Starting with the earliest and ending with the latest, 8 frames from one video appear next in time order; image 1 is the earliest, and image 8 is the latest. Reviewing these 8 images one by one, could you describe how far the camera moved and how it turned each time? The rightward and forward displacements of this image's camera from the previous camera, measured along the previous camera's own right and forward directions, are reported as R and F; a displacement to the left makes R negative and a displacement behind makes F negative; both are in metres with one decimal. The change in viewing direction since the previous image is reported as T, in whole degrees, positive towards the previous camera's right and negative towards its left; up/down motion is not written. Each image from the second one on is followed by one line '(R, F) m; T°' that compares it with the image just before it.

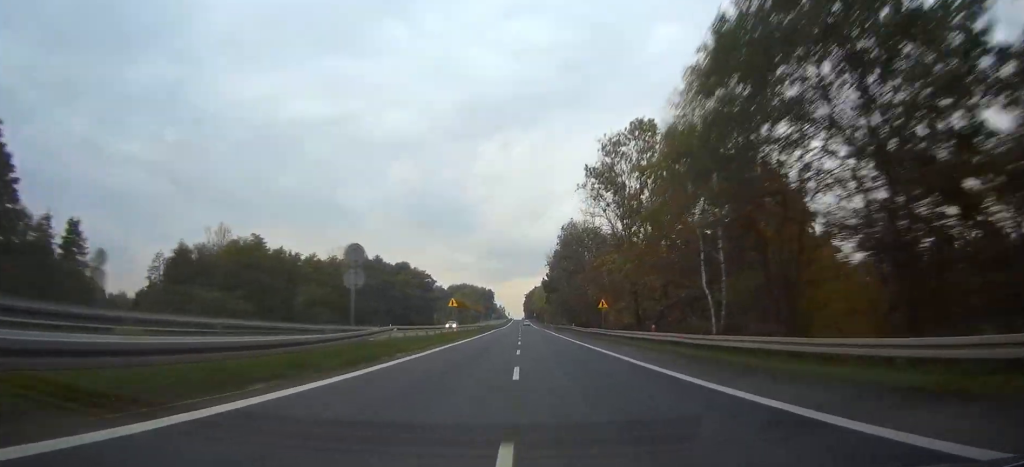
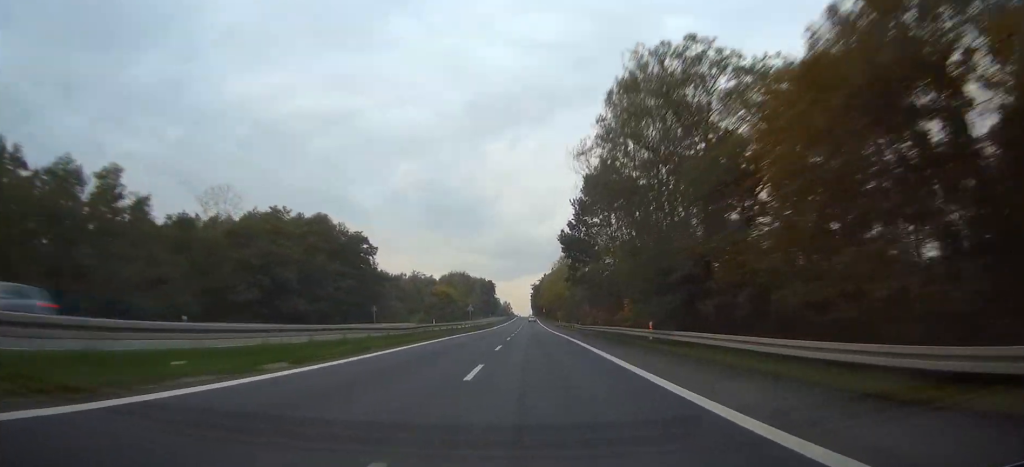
(-0.5, +60.5) m; -1°
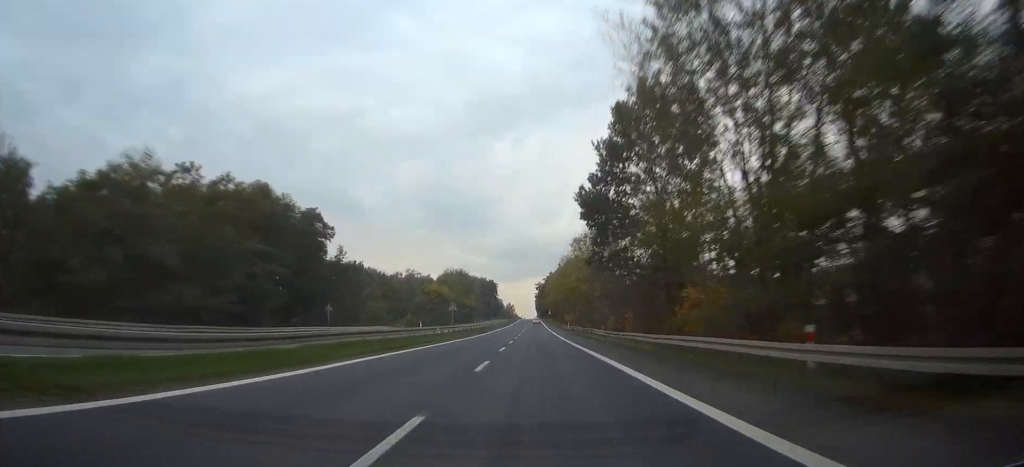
(-0.1, +21.1) m; 0°
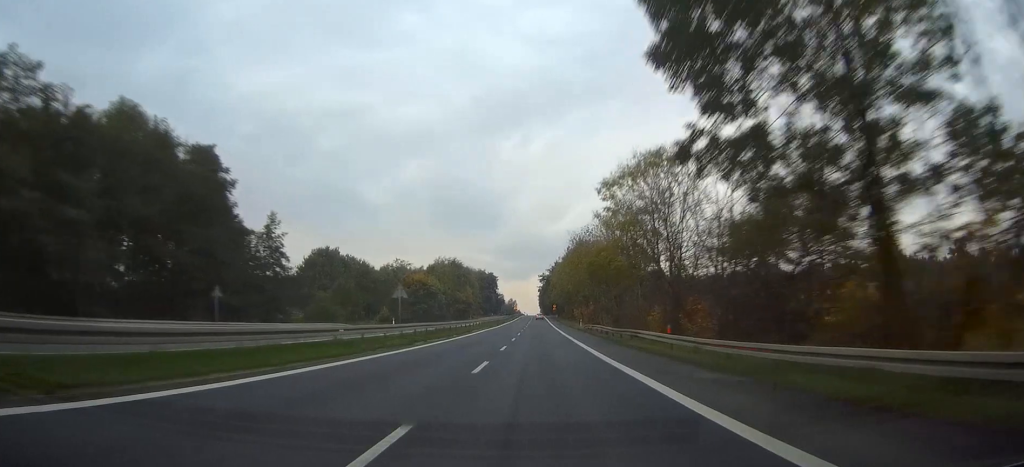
(0.0, +25.0) m; 0°
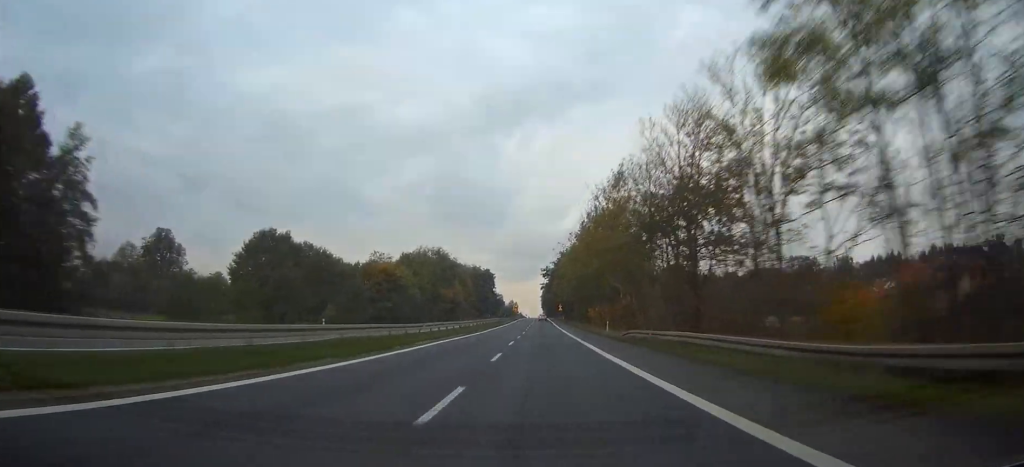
(-0.2, +31.9) m; 0°
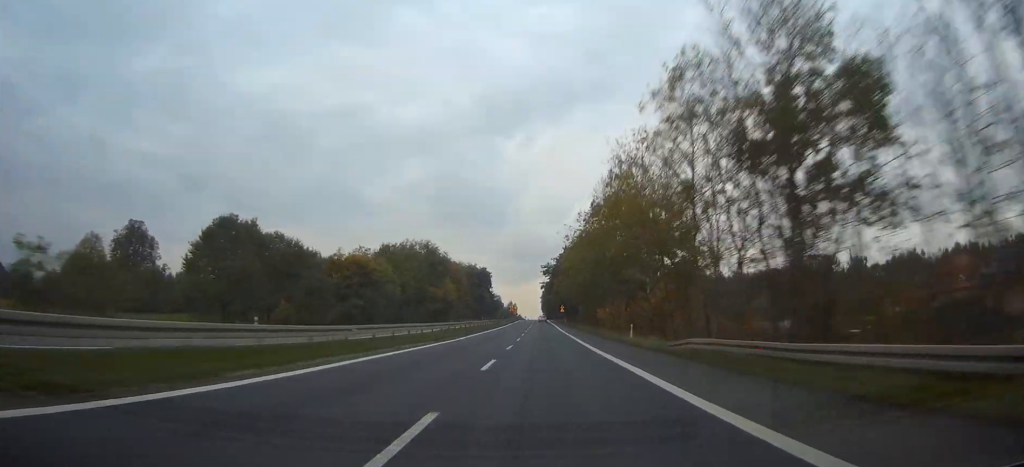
(0.0, +15.3) m; 0°
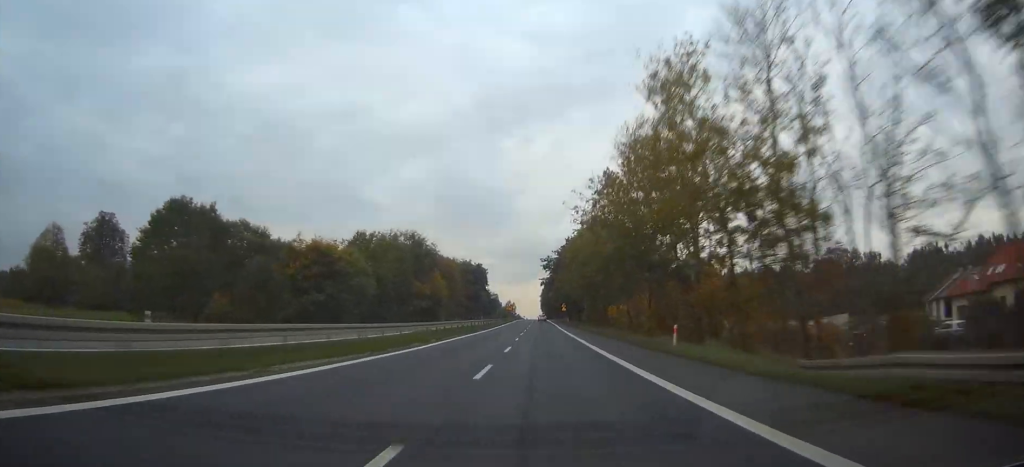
(0.0, +14.2) m; 0°
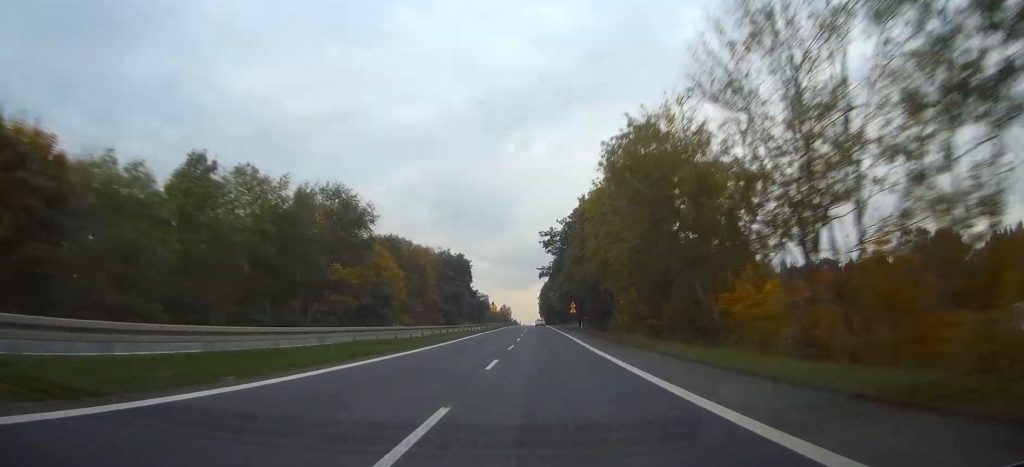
(+0.2, +45.2) m; 0°
